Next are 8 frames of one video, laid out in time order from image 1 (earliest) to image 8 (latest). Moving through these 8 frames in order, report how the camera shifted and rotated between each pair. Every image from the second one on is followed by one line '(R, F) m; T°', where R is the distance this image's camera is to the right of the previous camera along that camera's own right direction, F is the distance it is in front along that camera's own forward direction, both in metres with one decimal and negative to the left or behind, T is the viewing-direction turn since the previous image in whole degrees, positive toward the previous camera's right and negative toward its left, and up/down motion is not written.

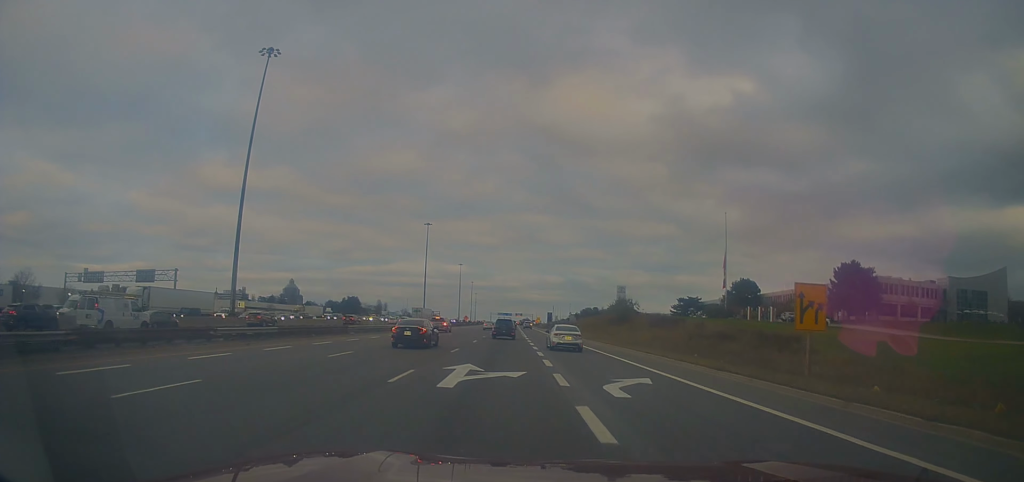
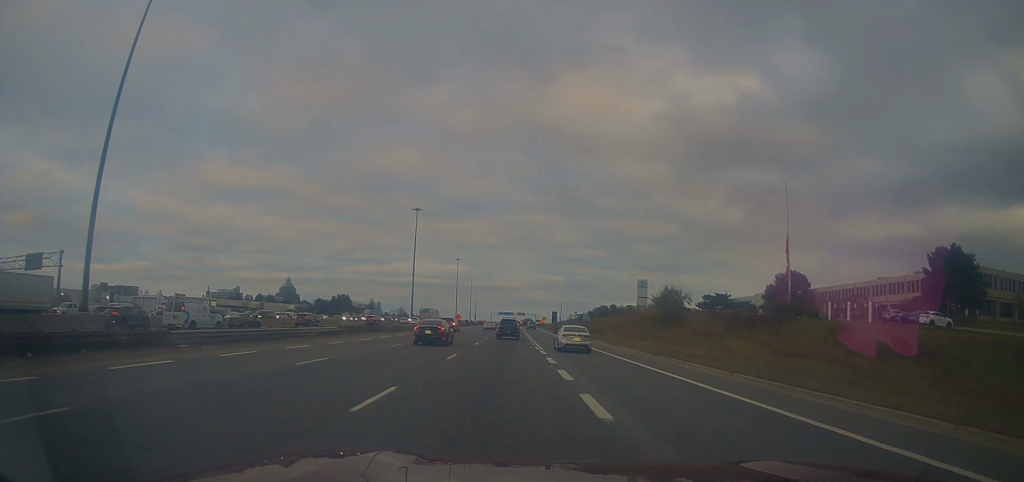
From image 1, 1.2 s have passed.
(-0.1, +28.3) m; -1°
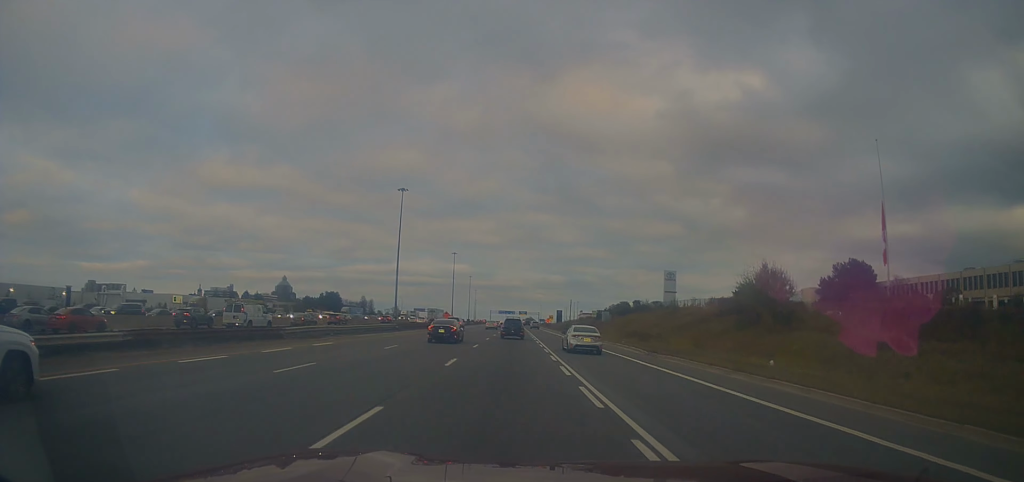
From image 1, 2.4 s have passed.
(-0.2, +27.0) m; +1°
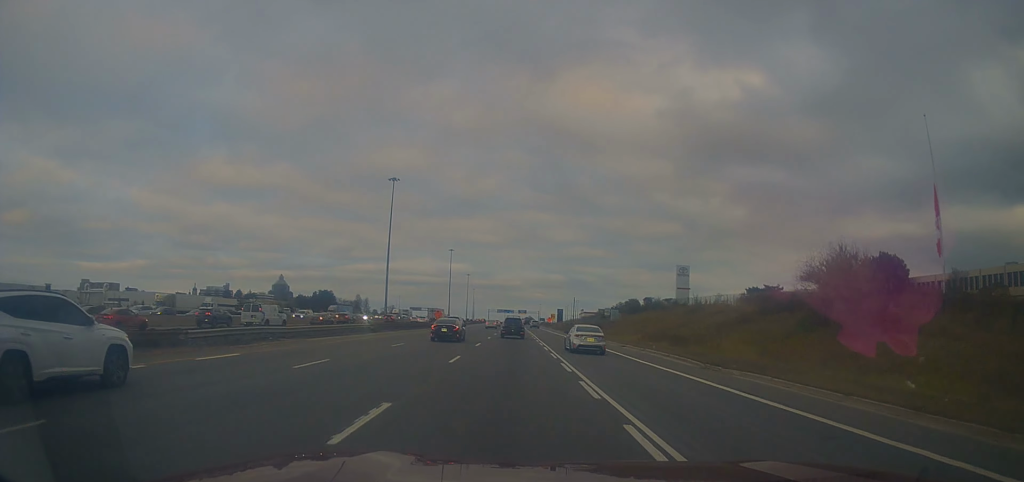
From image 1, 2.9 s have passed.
(+0.2, +10.9) m; 0°
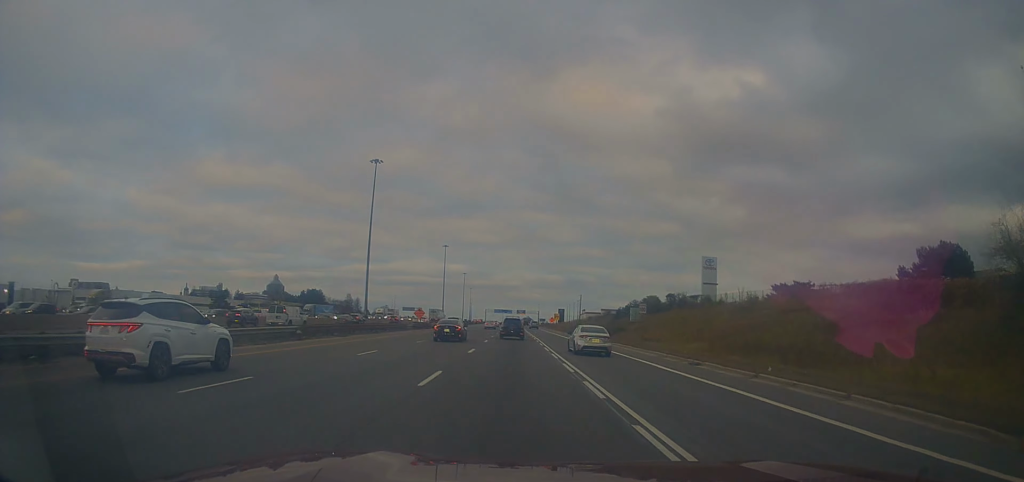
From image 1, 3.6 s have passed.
(+0.3, +17.9) m; 0°
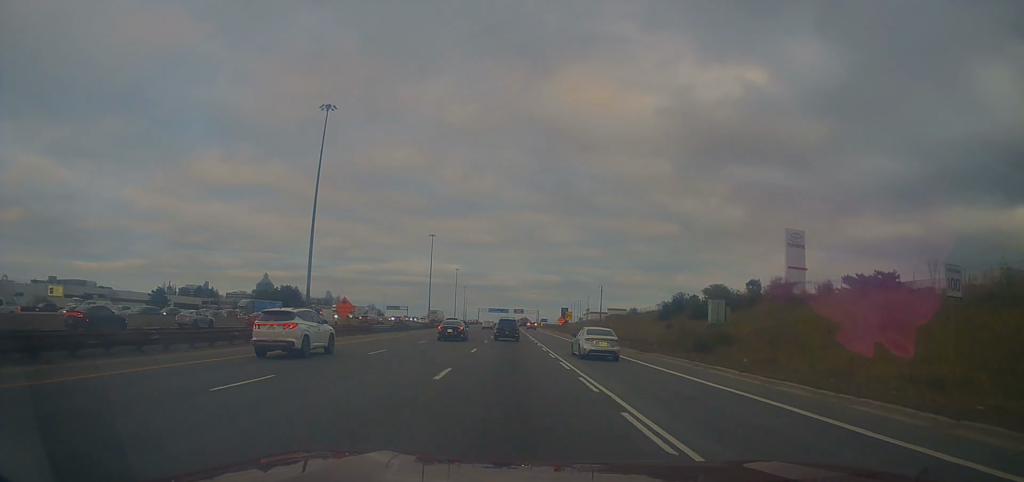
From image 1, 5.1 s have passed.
(-0.1, +34.9) m; 0°
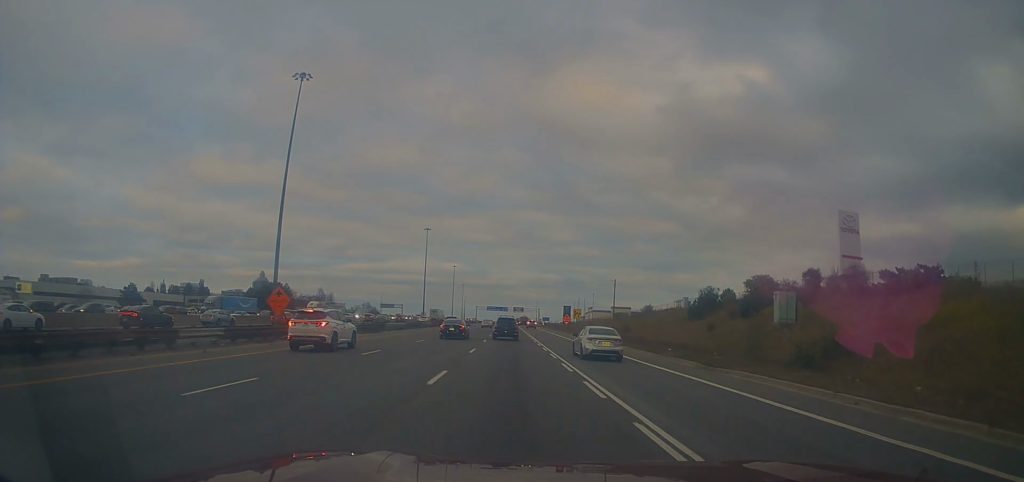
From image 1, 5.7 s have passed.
(+0.1, +13.2) m; 0°
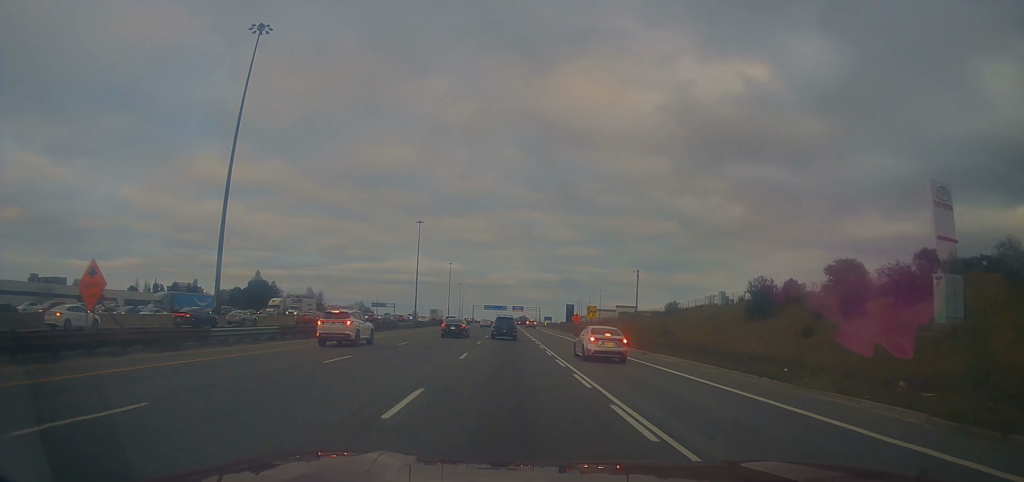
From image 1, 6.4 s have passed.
(-0.2, +16.3) m; -1°
